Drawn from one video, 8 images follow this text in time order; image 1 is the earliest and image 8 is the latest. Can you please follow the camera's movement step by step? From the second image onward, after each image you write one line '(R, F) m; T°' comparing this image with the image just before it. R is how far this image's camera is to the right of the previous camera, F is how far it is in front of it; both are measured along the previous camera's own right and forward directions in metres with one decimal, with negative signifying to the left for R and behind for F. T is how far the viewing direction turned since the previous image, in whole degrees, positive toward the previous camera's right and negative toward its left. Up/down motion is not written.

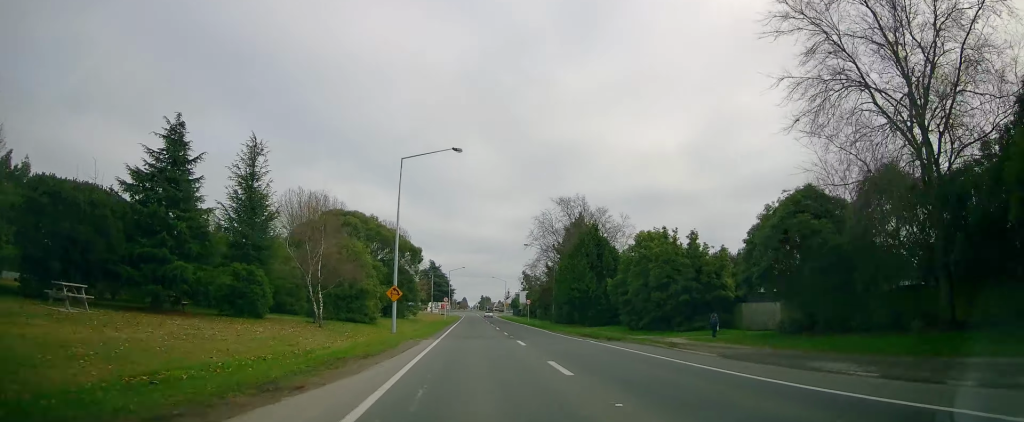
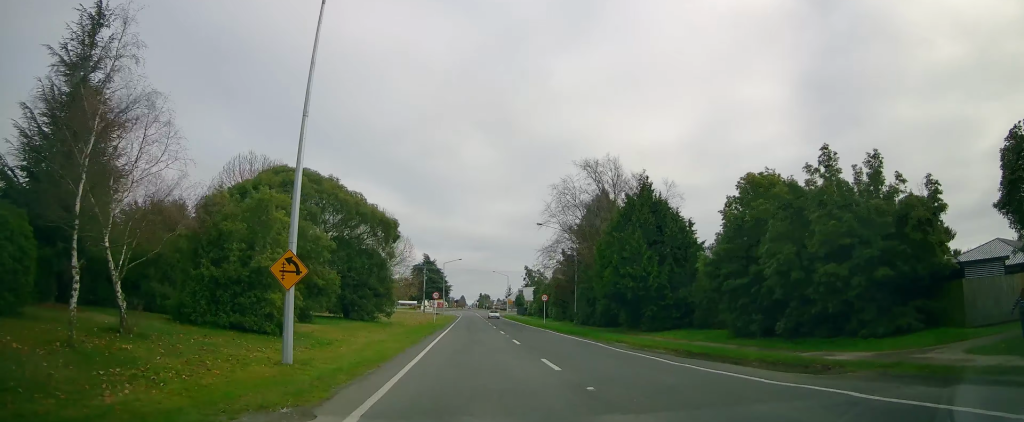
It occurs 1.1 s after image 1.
(+0.1, +18.8) m; -2°
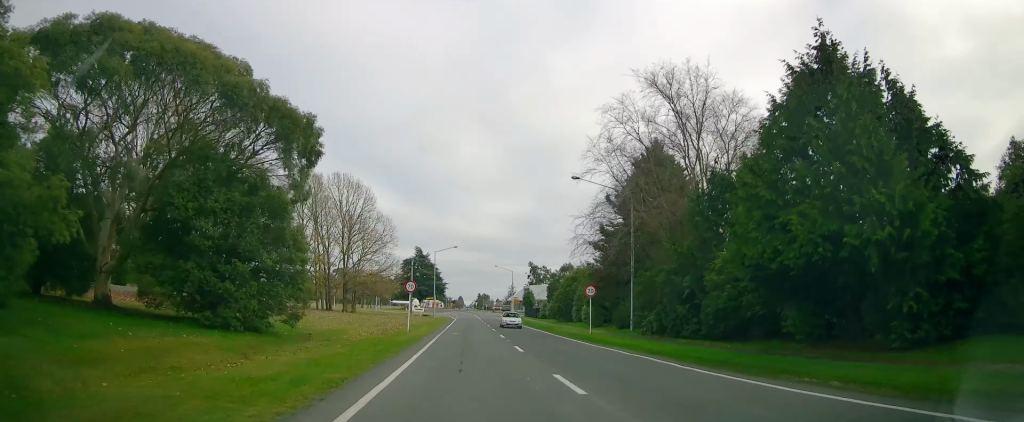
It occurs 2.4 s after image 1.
(-0.6, +23.6) m; 0°
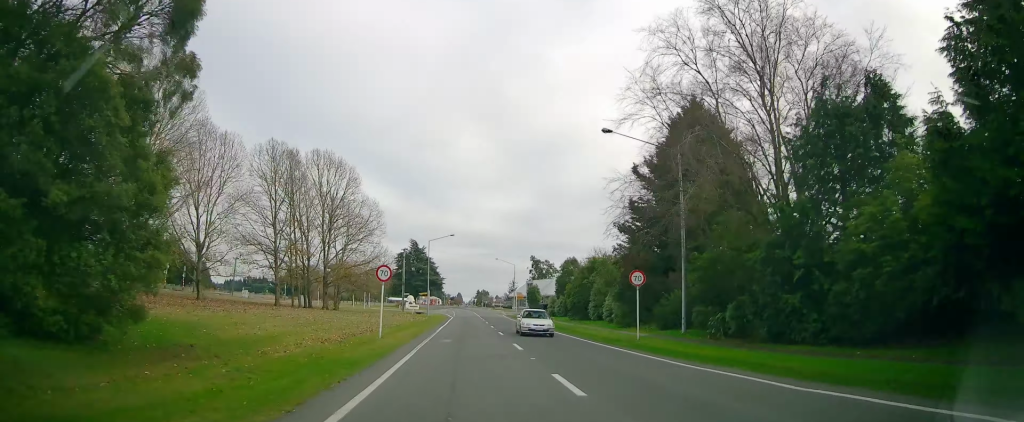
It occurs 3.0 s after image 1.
(+0.4, +10.5) m; +1°
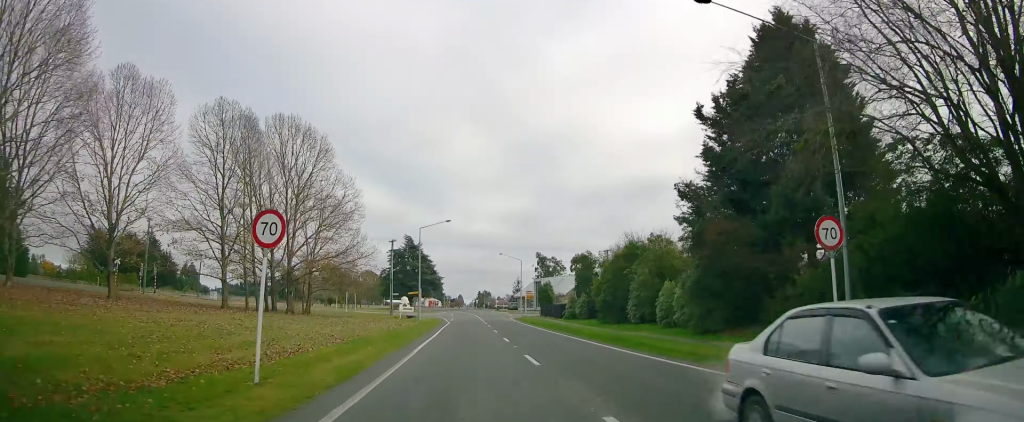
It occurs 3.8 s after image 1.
(+0.1, +14.6) m; 0°
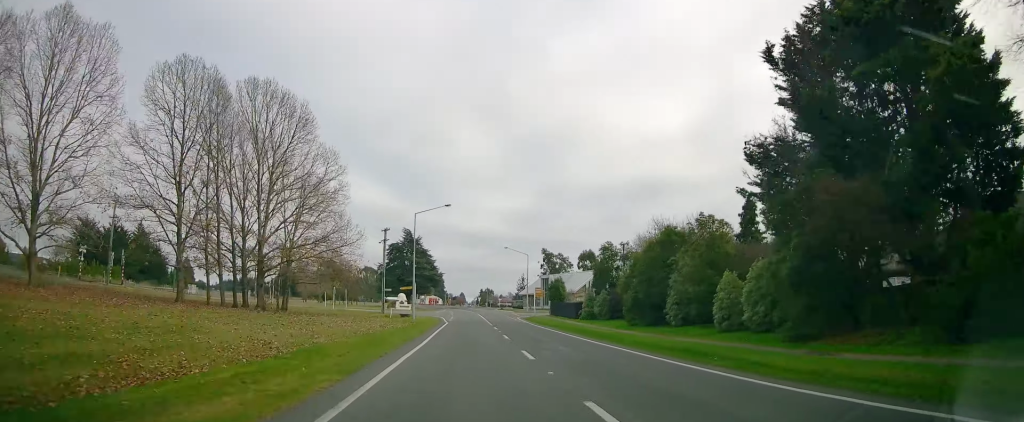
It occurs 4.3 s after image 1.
(0.0, +8.7) m; 0°
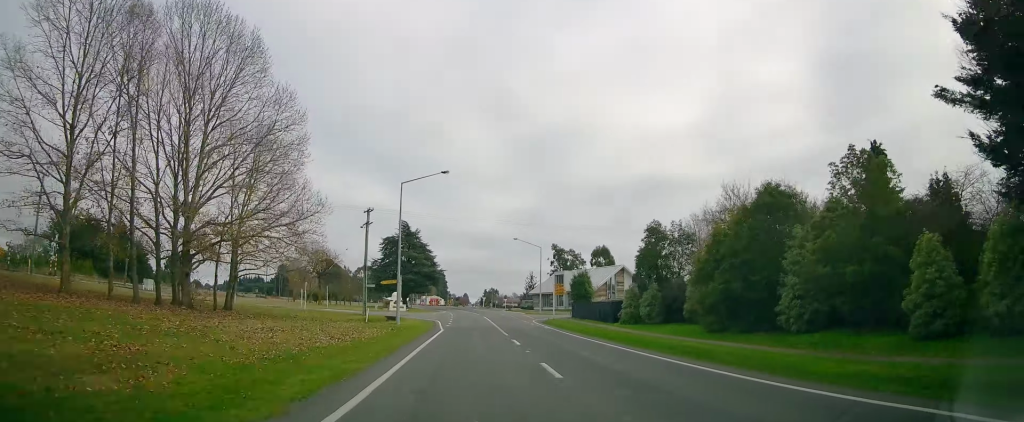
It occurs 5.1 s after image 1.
(+0.1, +14.0) m; -2°
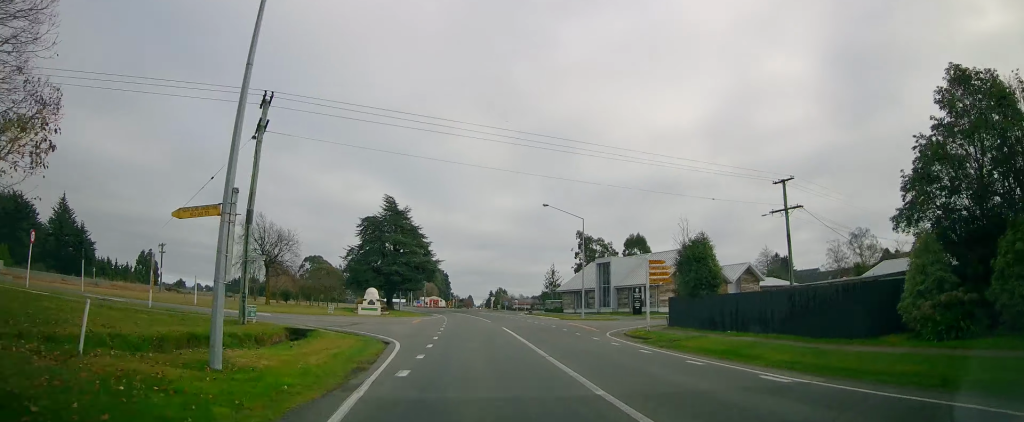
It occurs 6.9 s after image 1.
(-0.3, +30.3) m; +1°
